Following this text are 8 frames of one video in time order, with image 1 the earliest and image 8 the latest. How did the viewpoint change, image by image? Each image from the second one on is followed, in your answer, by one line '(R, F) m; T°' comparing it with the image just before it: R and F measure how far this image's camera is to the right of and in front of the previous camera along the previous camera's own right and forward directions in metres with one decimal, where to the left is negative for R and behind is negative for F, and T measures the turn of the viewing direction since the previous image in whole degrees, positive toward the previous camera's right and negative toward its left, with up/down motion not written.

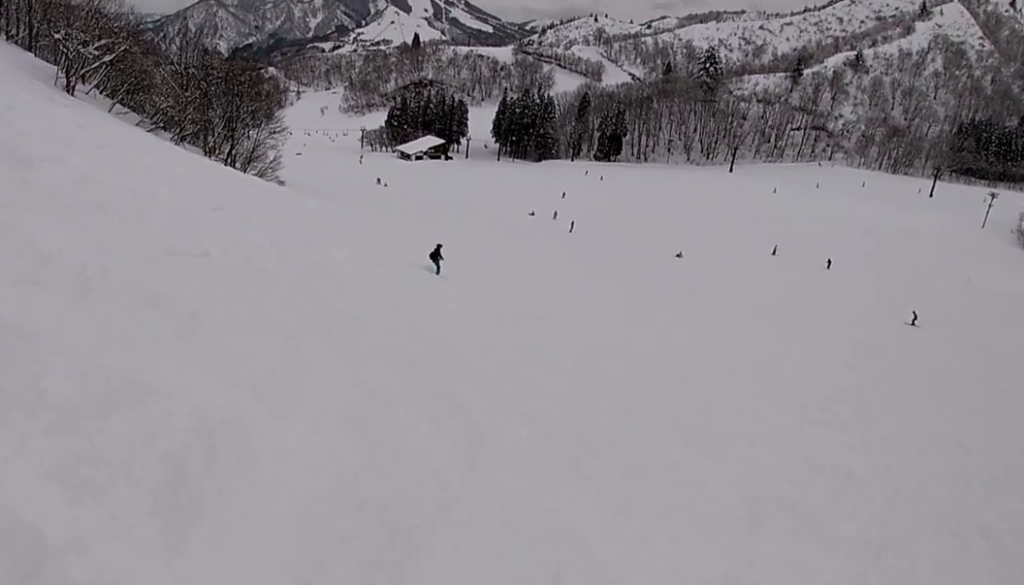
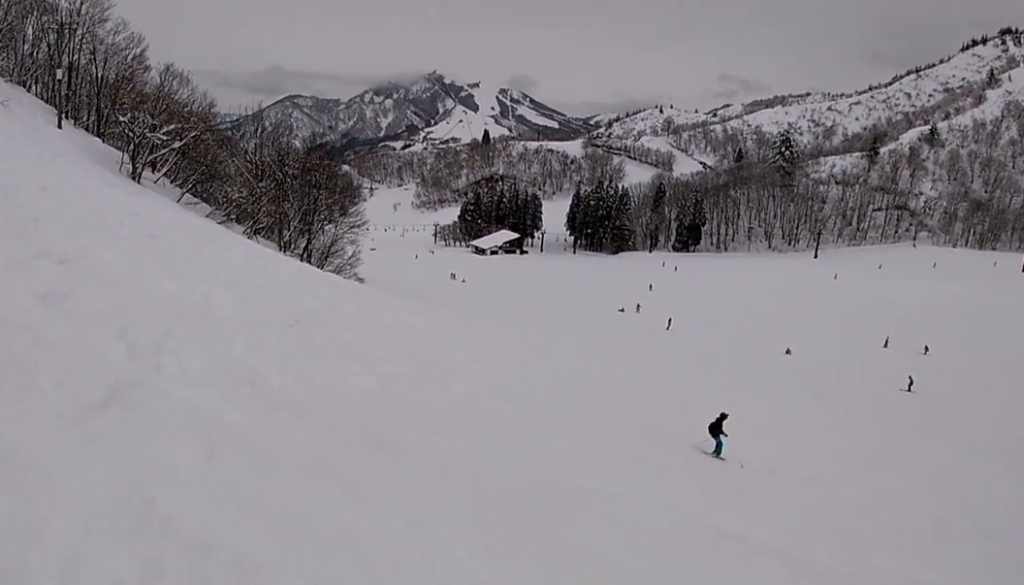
(-0.9, +6.3) m; -16°
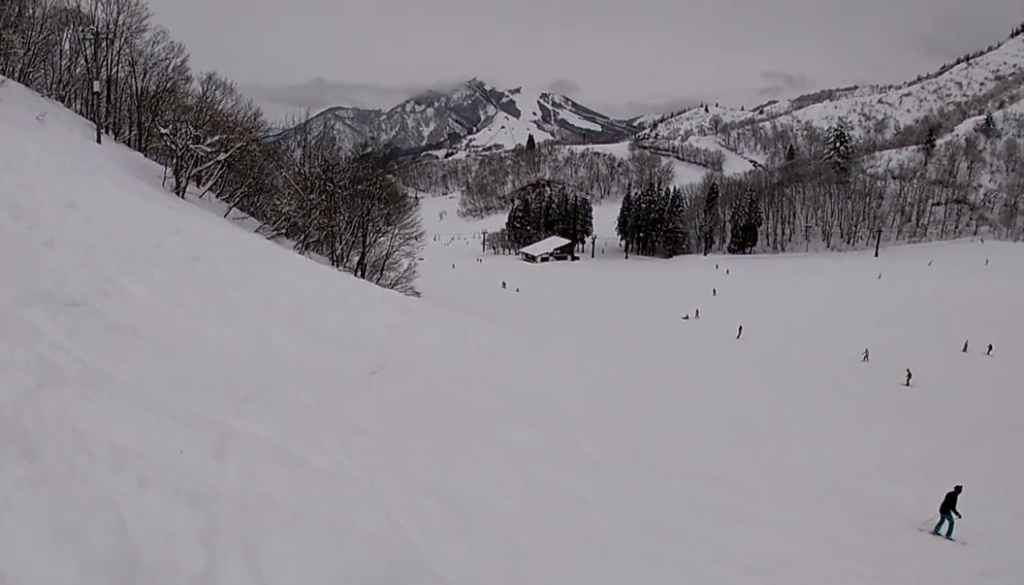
(-0.3, +3.9) m; -17°
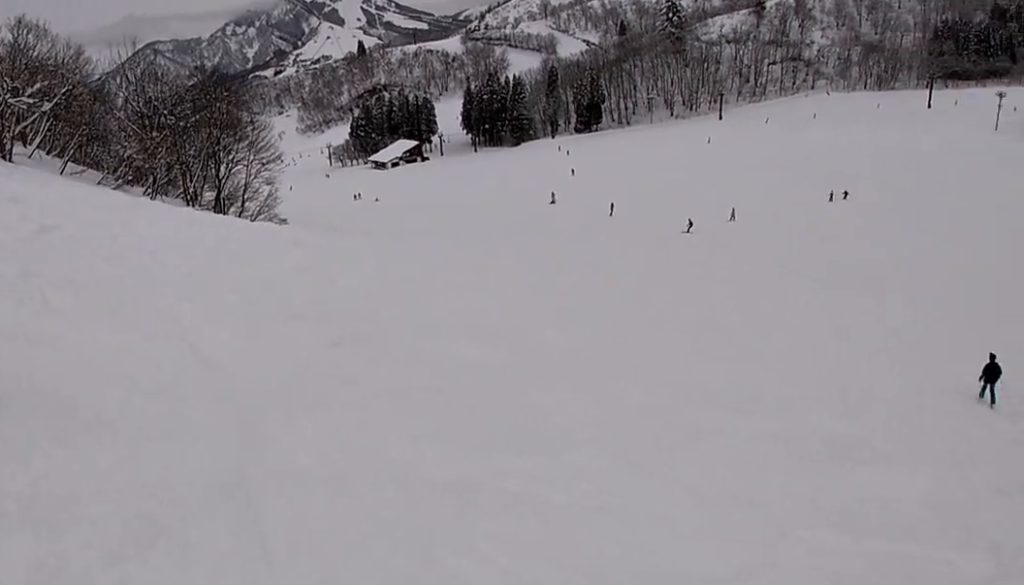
(-0.6, +4.3) m; +21°
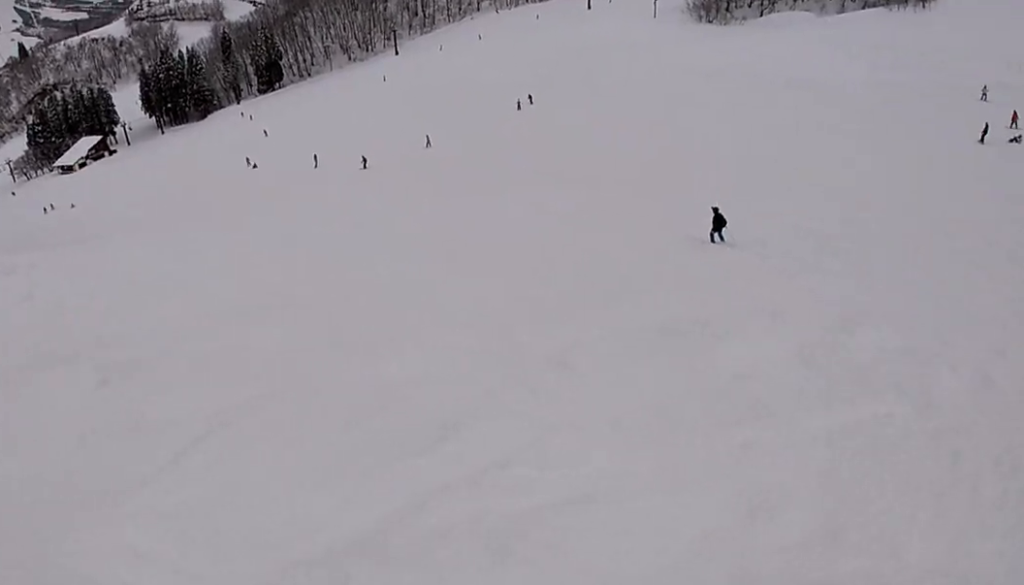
(-0.1, +2.2) m; +33°
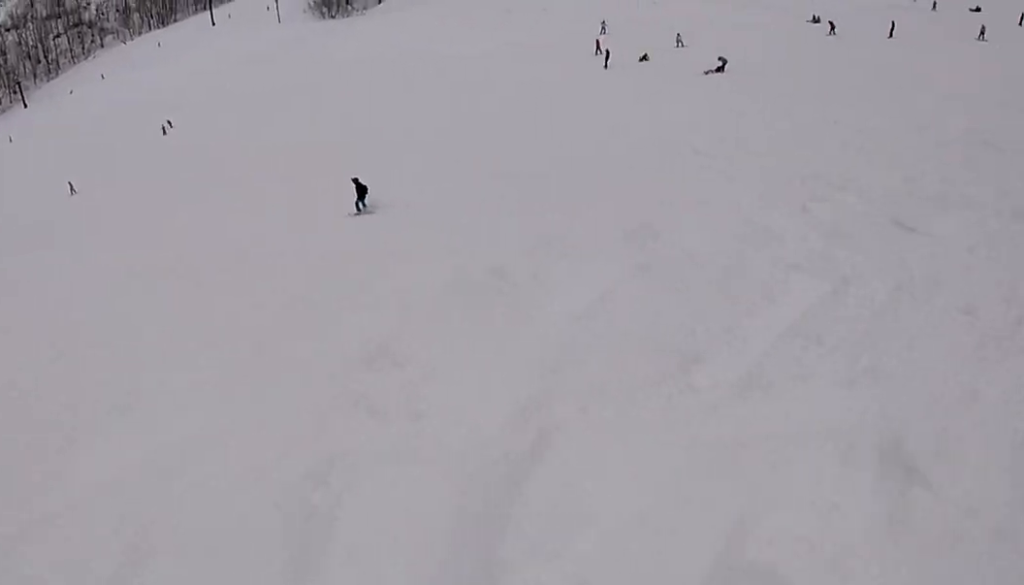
(+1.3, +2.0) m; +29°
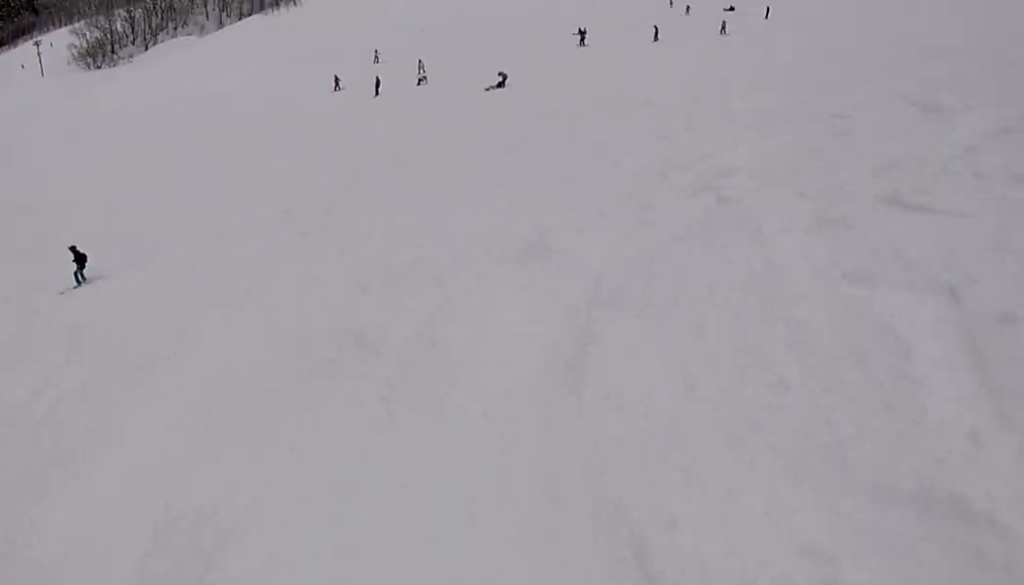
(+0.6, +2.4) m; +23°
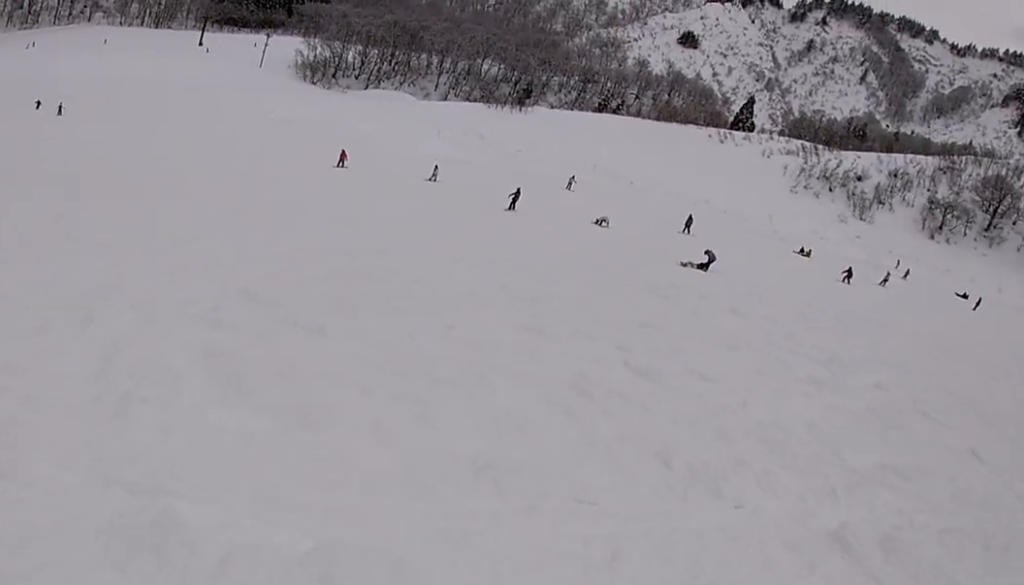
(+2.9, +11.4) m; -1°
